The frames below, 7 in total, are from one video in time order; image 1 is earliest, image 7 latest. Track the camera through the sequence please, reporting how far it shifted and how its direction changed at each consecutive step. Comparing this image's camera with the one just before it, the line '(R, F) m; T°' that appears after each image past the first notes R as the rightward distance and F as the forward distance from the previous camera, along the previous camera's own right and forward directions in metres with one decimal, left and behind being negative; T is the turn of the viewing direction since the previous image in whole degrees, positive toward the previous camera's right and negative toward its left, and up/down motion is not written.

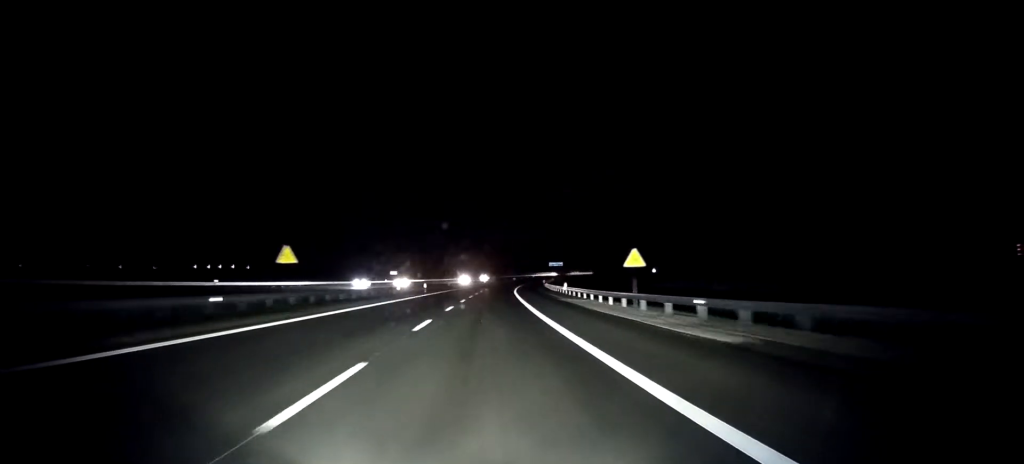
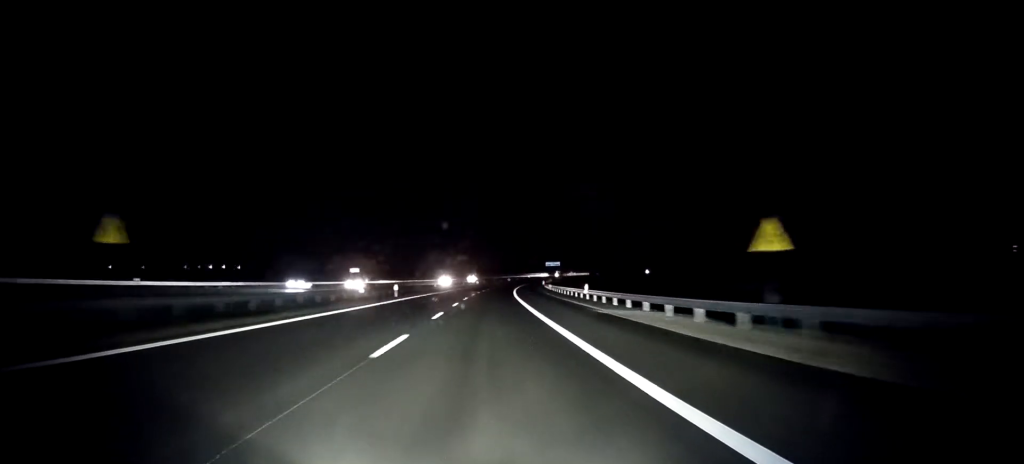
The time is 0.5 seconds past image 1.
(+0.2, +18.5) m; +1°
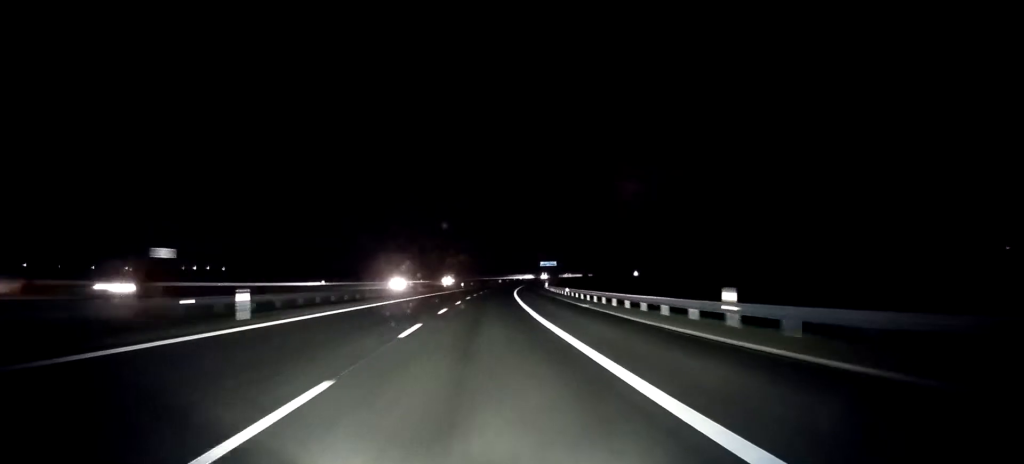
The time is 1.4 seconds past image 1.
(+0.3, +32.1) m; +1°
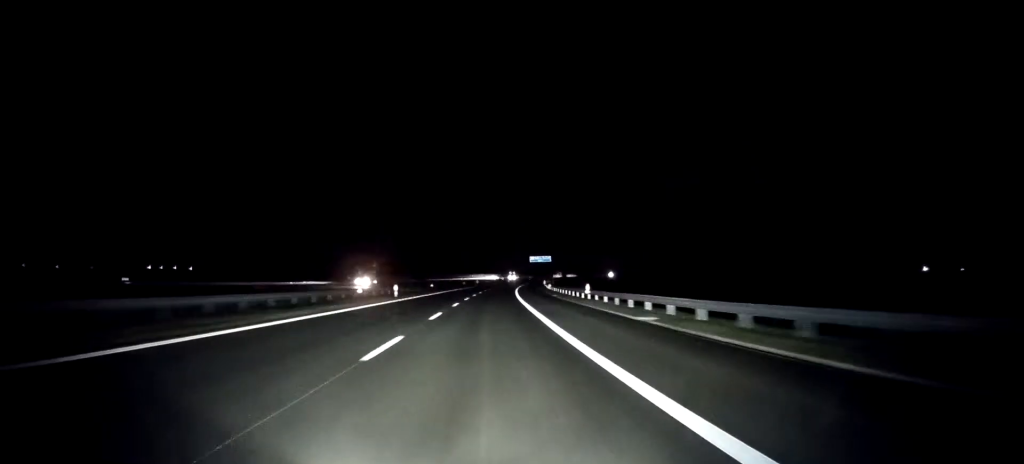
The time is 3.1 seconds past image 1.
(+1.0, +65.2) m; +2°
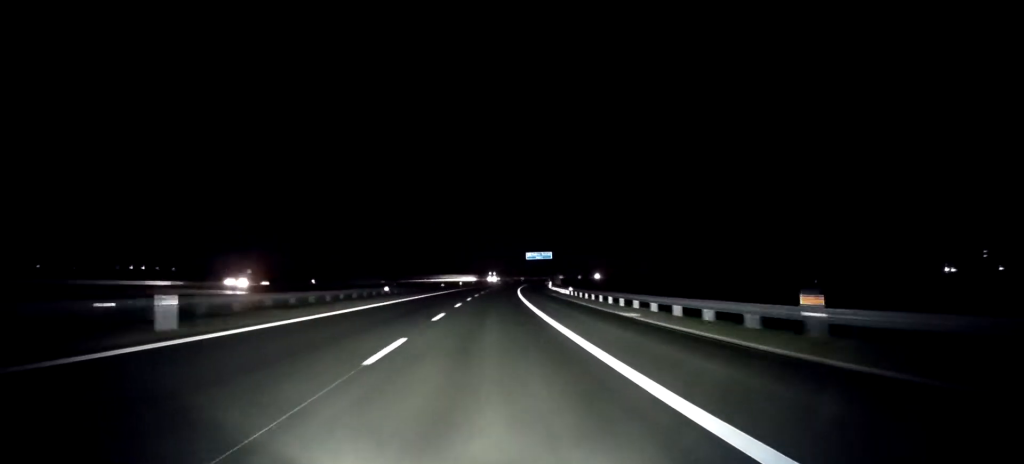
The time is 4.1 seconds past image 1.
(+0.4, +36.9) m; +1°
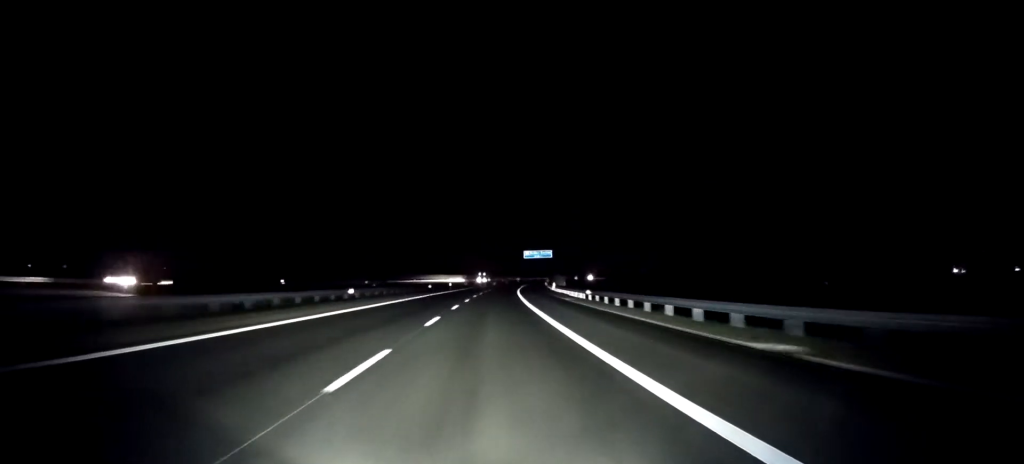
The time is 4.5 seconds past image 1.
(0.0, +14.8) m; +1°
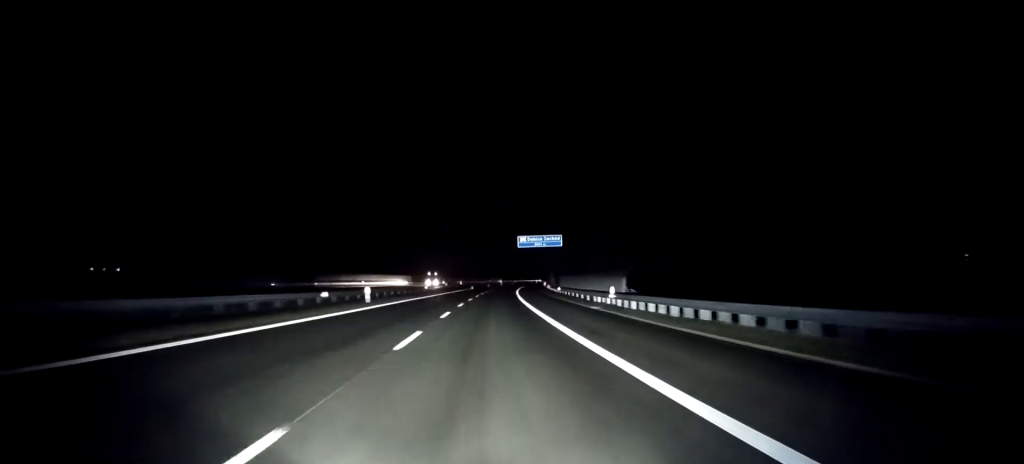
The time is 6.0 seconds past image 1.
(+0.9, +55.4) m; +2°
